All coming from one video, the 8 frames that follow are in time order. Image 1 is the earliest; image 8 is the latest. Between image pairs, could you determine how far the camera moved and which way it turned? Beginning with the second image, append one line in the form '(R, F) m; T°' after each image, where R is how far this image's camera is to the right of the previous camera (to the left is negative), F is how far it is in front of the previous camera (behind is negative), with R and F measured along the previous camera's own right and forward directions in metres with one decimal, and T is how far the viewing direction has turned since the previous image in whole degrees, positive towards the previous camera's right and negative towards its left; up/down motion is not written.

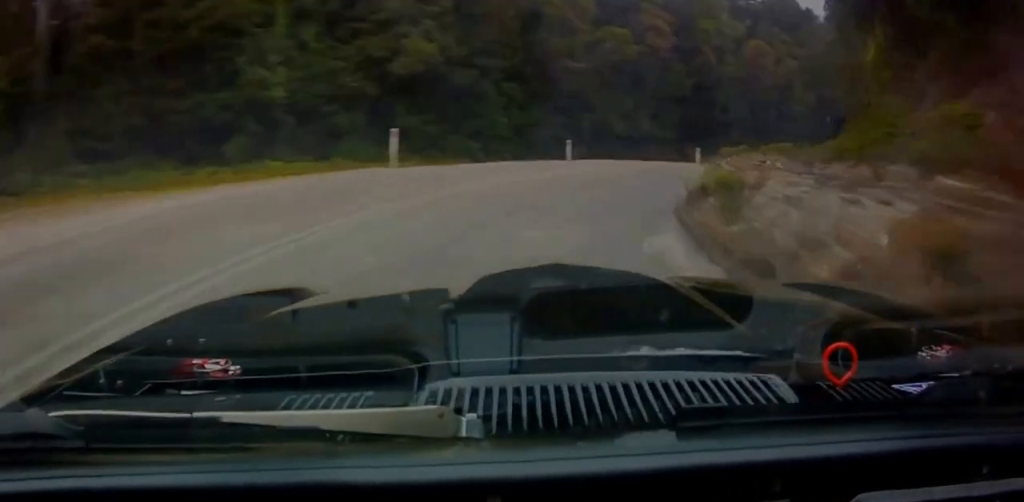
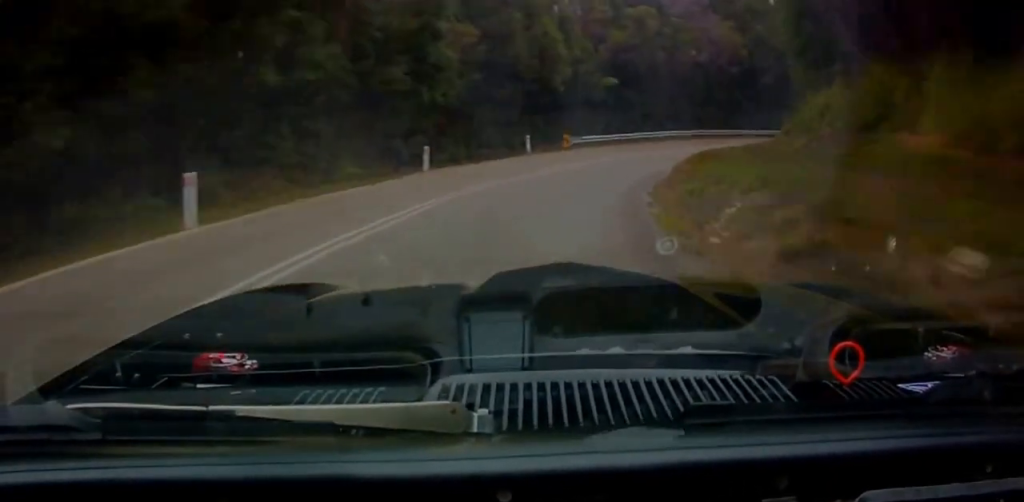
(+8.0, +24.0) m; +38°
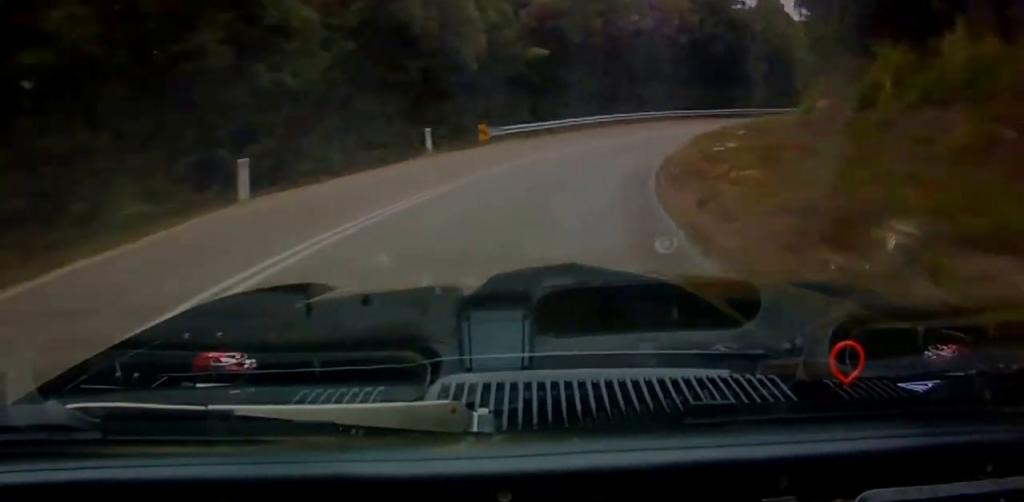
(+0.2, +8.0) m; +12°
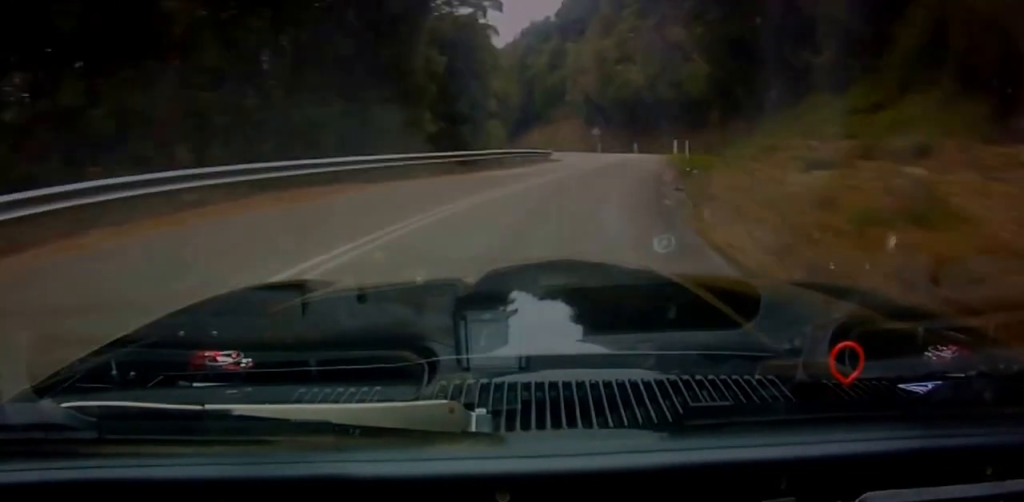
(+9.9, +31.0) m; +29°
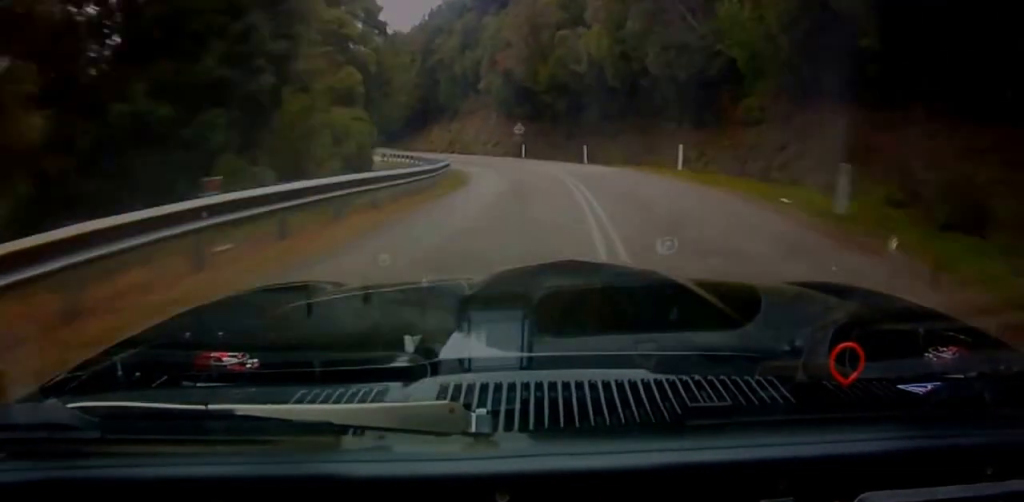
(+2.2, +23.6) m; +11°
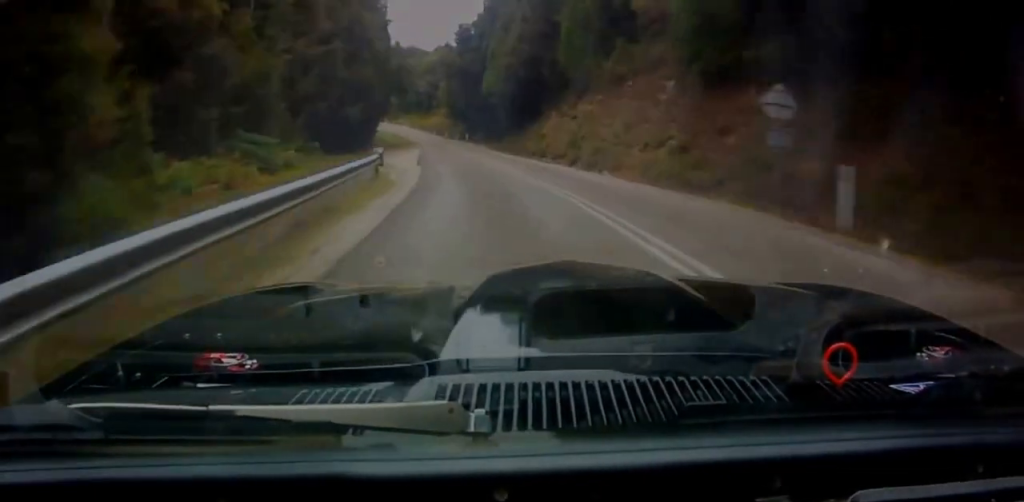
(+3.3, +44.3) m; +2°
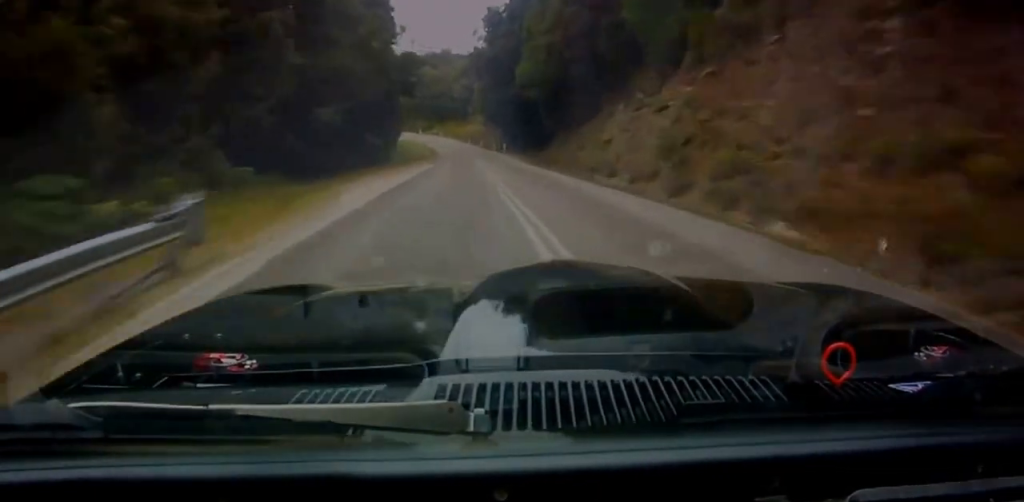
(+0.1, +17.0) m; -2°
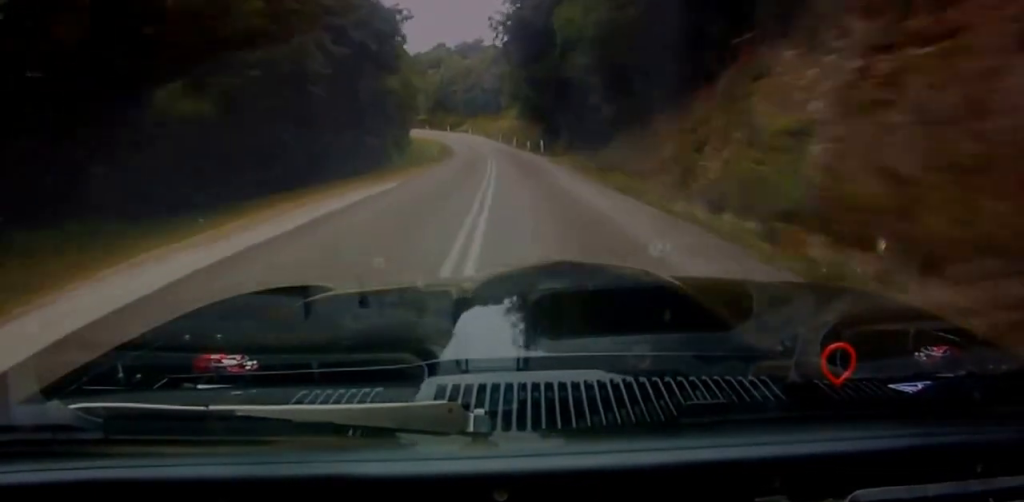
(-0.6, +18.6) m; -3°
